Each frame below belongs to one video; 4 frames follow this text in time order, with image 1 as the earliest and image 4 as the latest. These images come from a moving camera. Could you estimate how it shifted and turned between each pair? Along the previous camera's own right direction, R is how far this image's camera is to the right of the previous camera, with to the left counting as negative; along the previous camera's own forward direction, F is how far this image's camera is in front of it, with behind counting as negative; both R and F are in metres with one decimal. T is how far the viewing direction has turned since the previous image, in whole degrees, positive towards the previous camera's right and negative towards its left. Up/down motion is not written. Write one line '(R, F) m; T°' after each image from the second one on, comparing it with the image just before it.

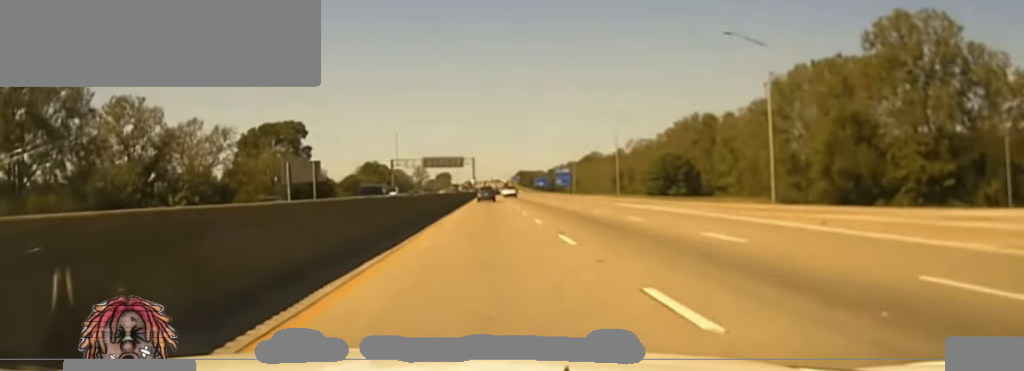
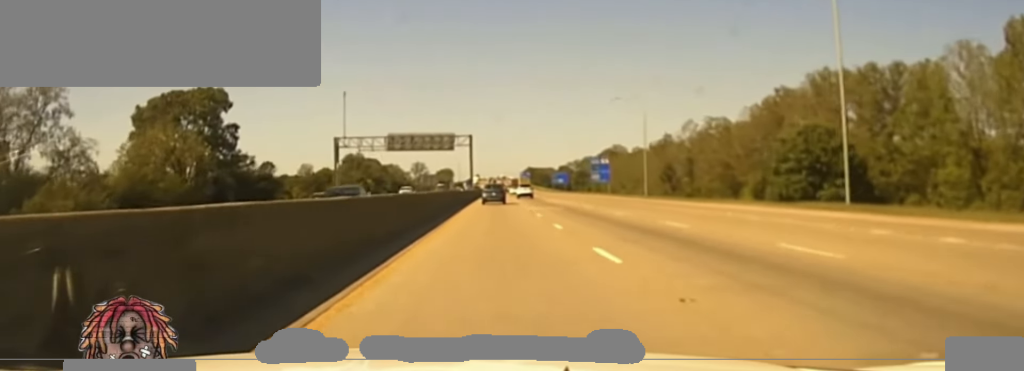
(-0.7, +72.6) m; -1°
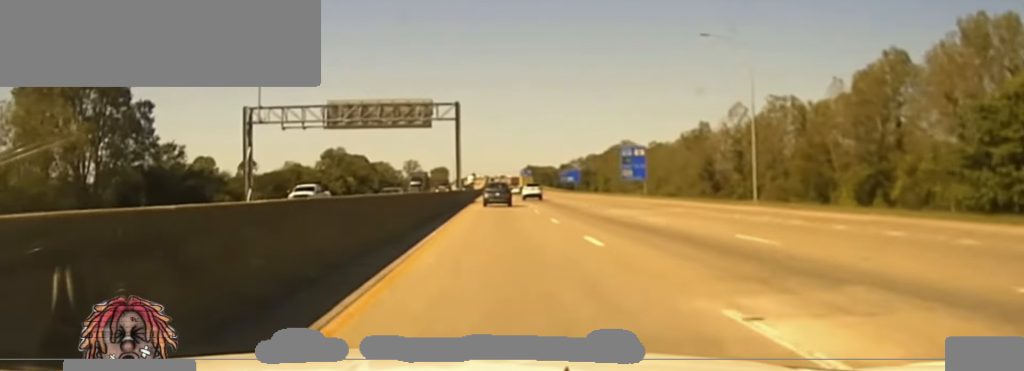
(0.0, +47.9) m; 0°
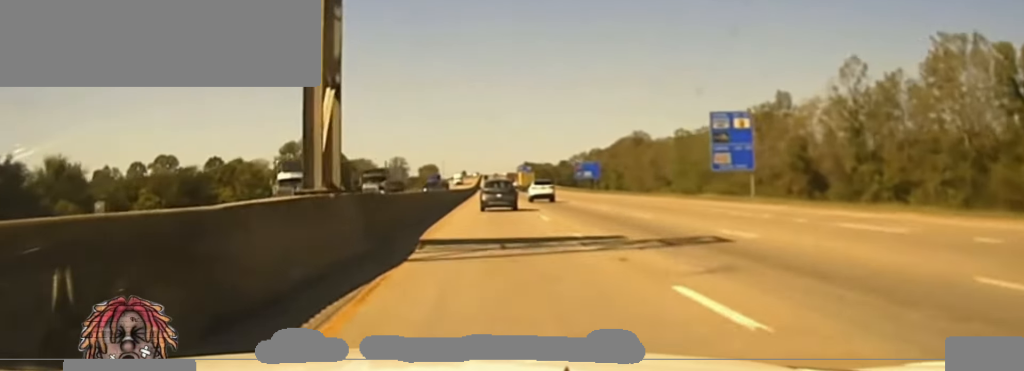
(+0.3, +63.0) m; +1°
